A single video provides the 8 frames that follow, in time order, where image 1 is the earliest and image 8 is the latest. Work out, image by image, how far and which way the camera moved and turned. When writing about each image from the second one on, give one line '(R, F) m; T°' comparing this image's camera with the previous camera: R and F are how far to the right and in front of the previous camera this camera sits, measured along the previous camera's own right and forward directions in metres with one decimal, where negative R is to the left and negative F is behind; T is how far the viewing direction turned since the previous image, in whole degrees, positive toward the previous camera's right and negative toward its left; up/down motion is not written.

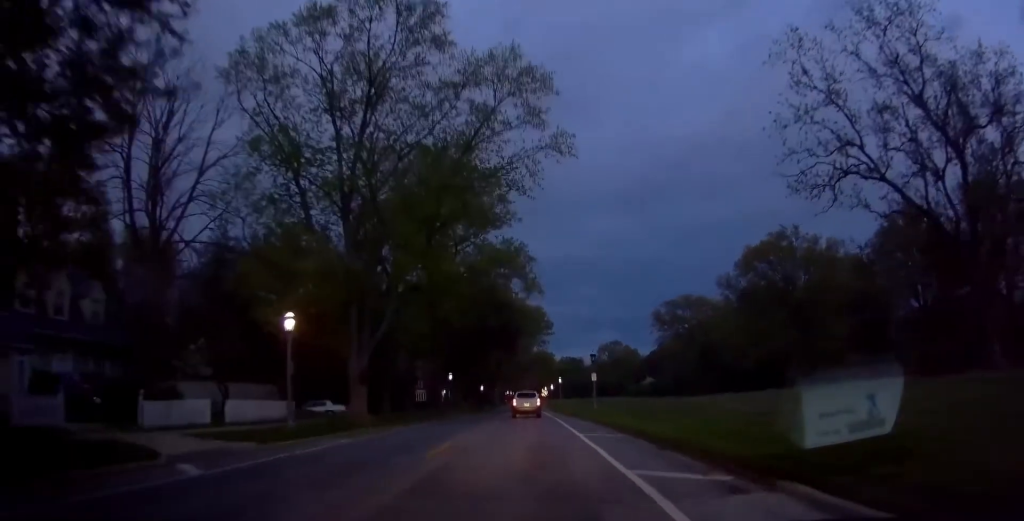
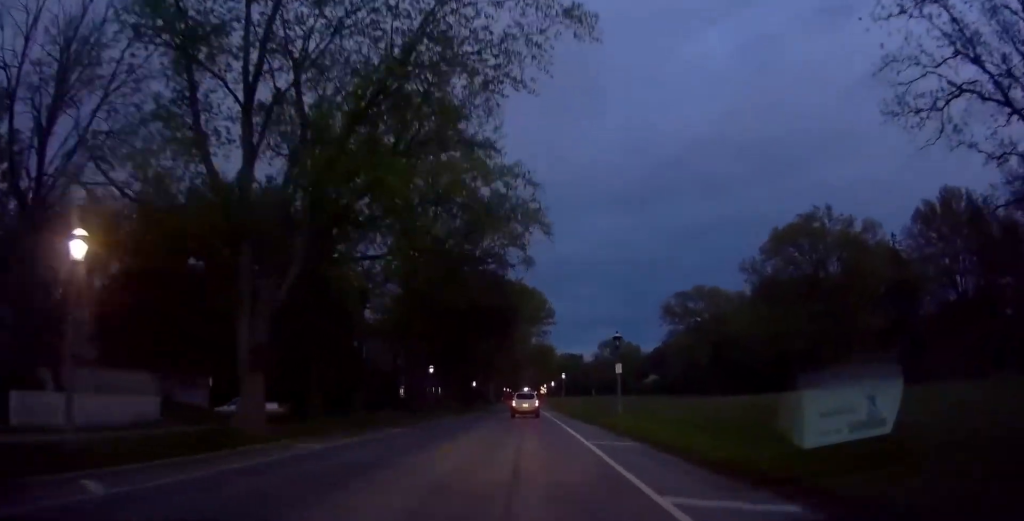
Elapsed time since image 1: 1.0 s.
(-0.1, +11.0) m; +1°
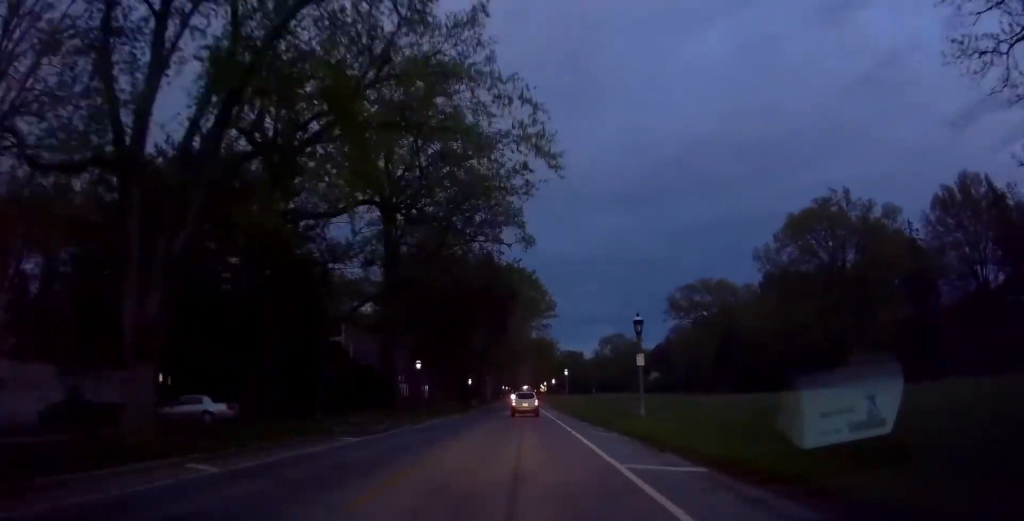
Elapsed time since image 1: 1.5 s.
(+0.2, +6.1) m; +1°
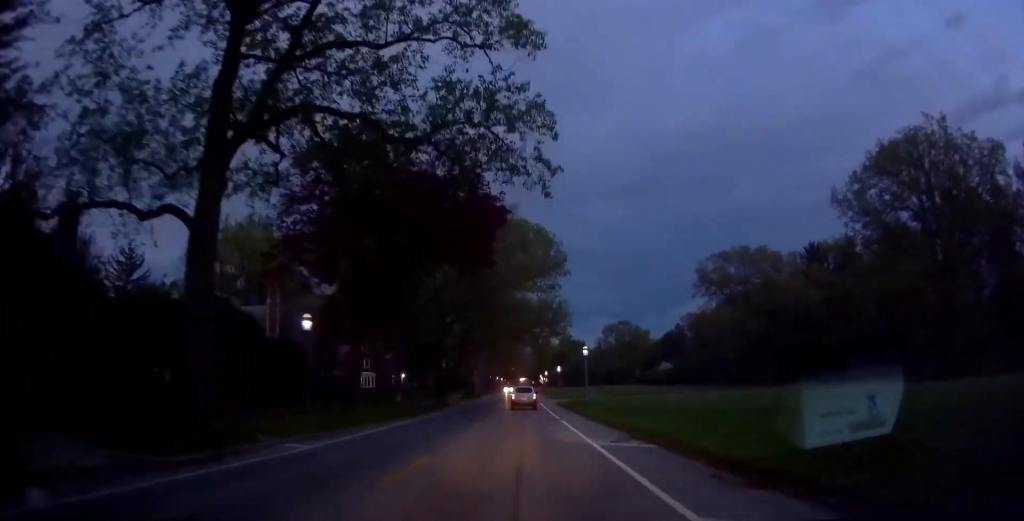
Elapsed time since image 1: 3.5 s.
(+0.2, +23.3) m; 0°
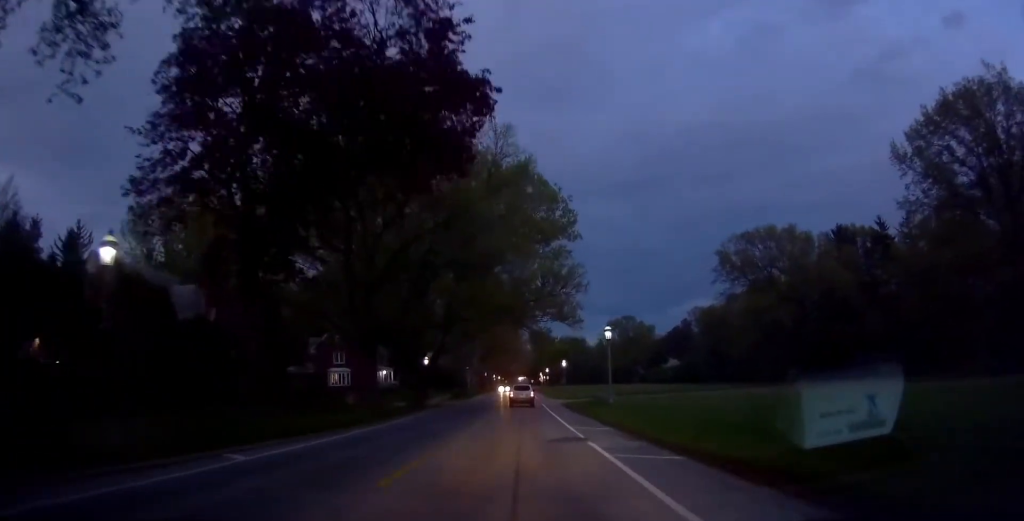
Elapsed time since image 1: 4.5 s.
(0.0, +11.9) m; 0°
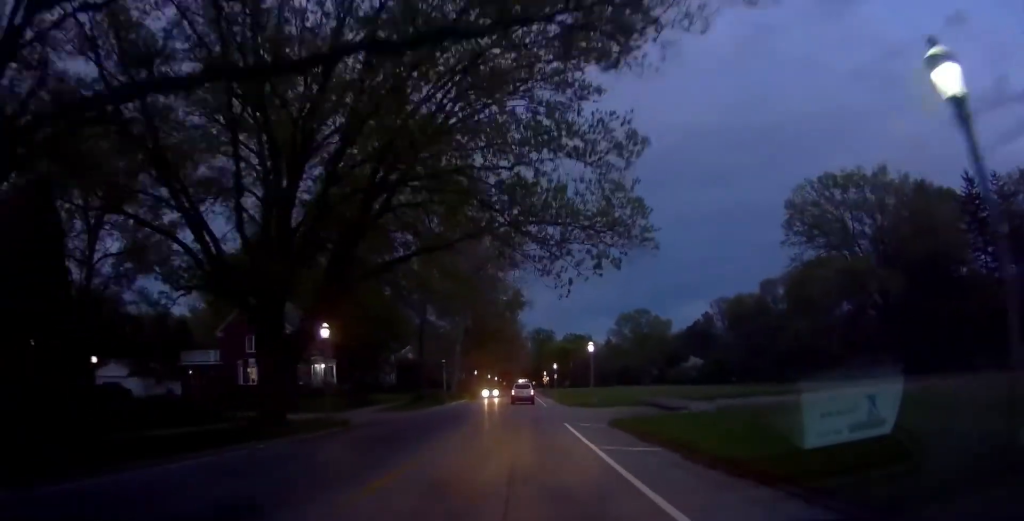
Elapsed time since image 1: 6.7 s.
(0.0, +25.9) m; 0°
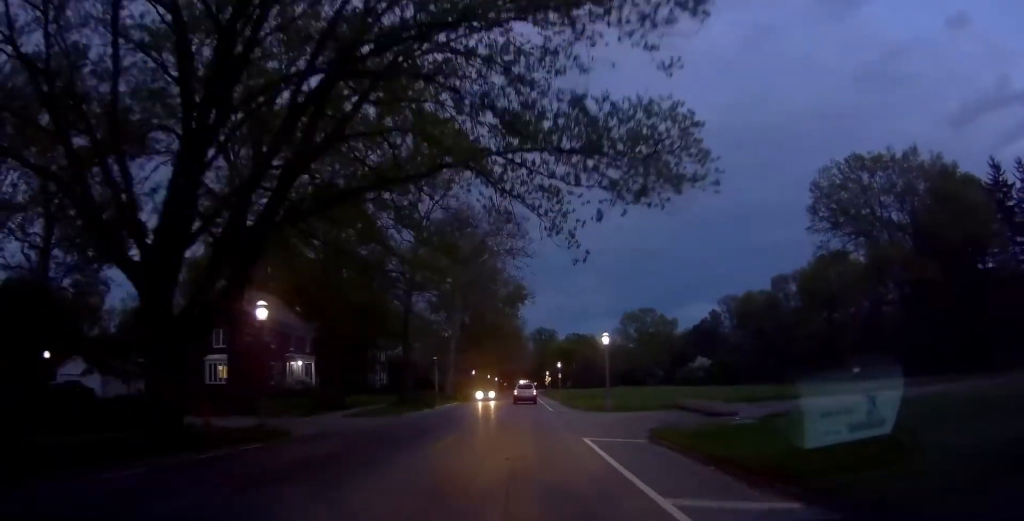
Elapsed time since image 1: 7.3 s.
(0.0, +6.4) m; 0°
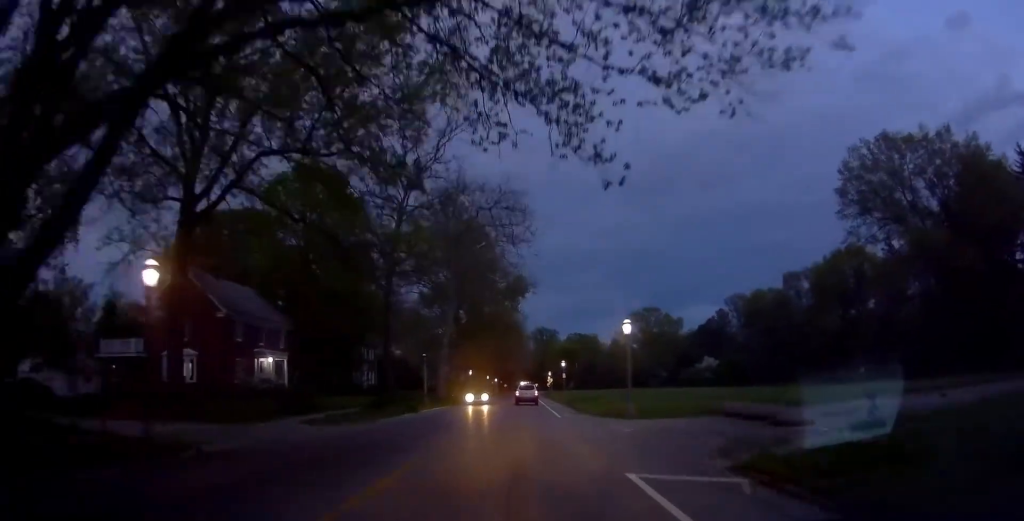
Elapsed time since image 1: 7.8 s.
(0.0, +6.4) m; 0°
